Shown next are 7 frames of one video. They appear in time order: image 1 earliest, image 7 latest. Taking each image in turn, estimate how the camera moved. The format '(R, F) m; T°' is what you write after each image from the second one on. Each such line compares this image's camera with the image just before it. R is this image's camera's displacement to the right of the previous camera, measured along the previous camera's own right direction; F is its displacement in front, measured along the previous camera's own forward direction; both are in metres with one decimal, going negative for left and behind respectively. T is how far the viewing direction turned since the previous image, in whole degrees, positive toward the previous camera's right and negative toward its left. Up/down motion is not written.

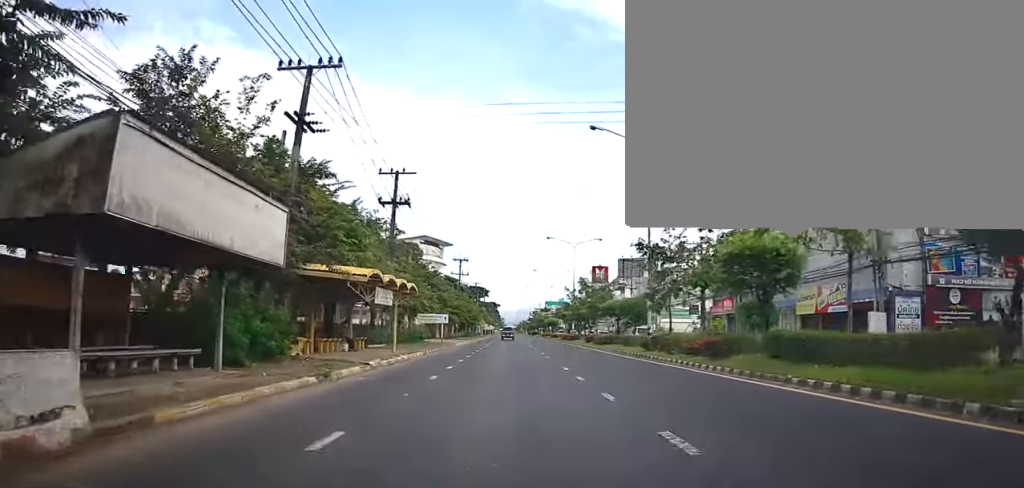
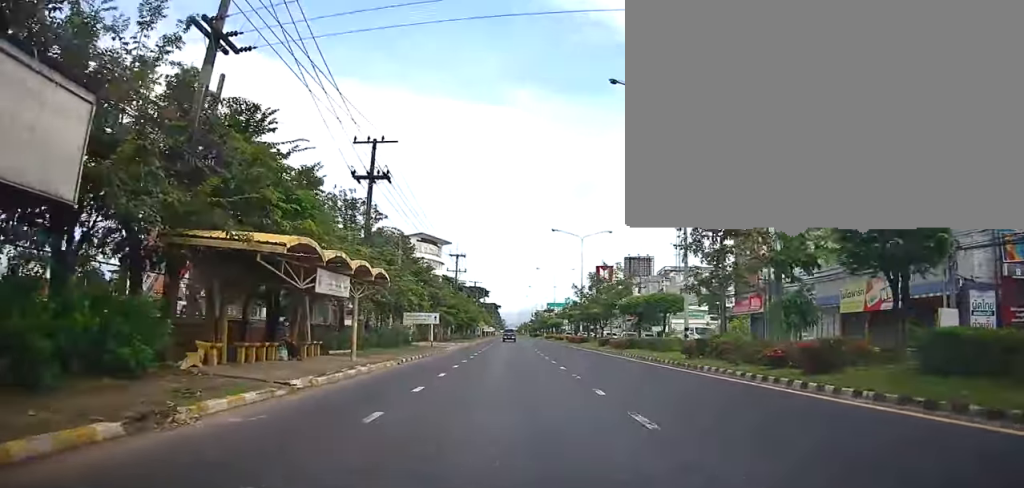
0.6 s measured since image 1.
(0.0, +6.3) m; 0°
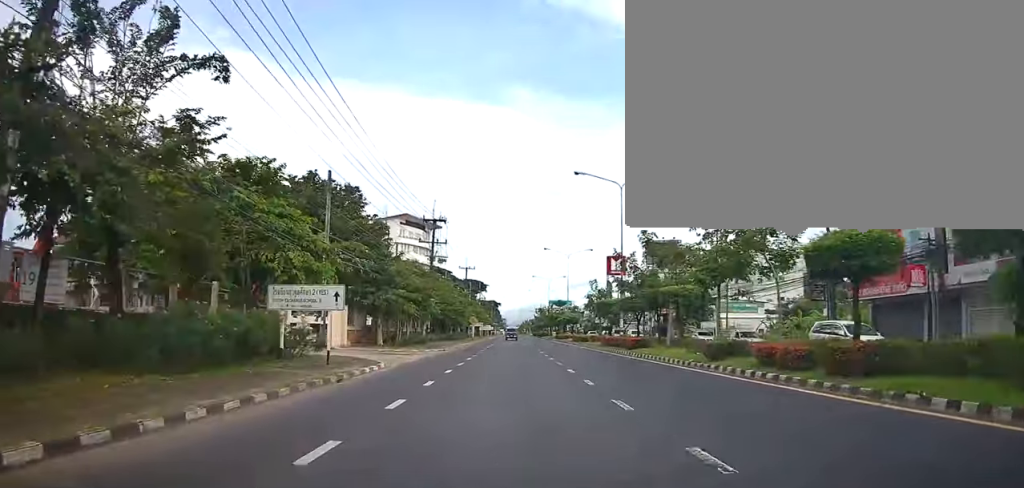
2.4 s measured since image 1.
(+0.2, +22.3) m; +1°
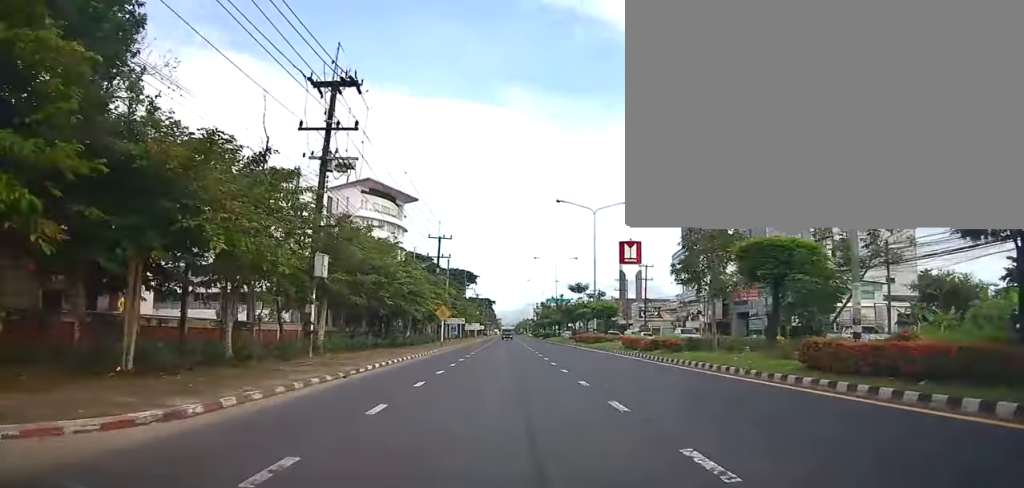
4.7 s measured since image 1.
(-0.8, +28.8) m; -3°
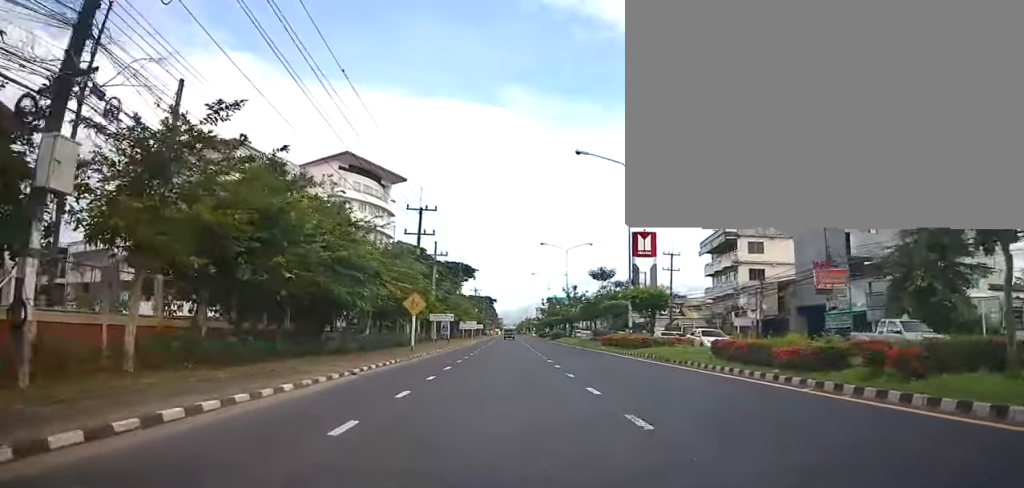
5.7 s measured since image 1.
(+0.2, +13.9) m; +3°
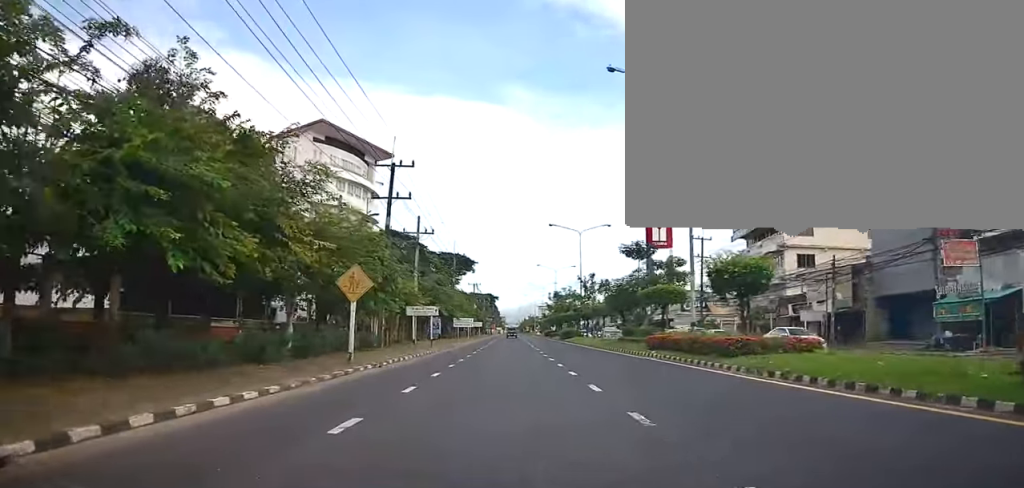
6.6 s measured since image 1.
(+0.3, +12.1) m; 0°
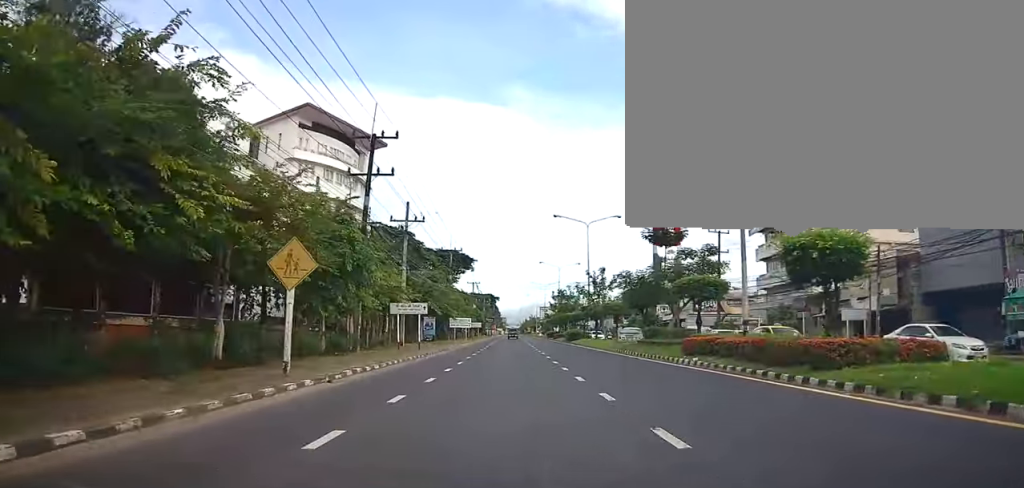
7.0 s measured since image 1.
(+0.2, +5.4) m; -1°
